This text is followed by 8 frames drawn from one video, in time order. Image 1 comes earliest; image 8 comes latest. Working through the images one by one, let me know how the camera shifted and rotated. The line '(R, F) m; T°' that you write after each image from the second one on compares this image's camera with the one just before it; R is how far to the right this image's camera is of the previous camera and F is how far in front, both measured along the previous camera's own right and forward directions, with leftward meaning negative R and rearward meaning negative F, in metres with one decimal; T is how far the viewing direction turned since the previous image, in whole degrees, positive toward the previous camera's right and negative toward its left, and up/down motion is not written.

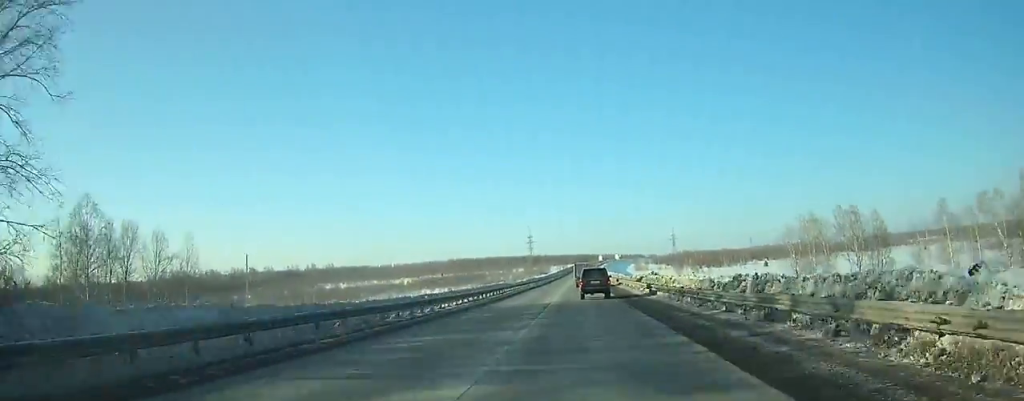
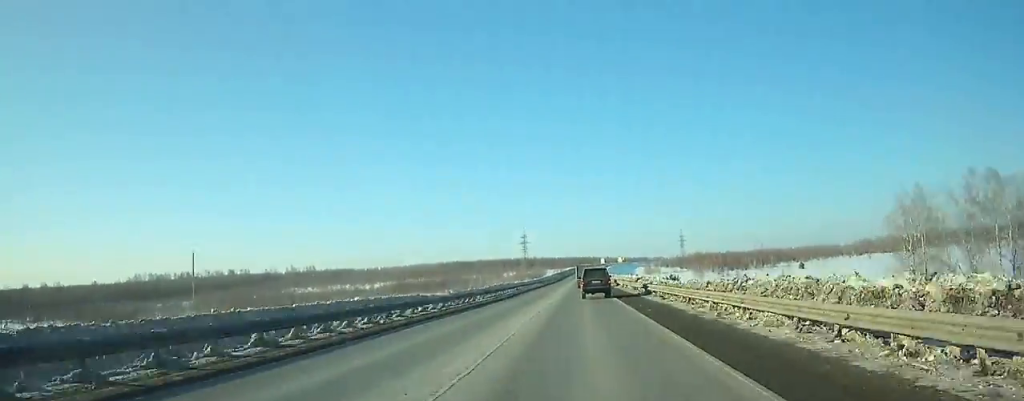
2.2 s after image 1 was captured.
(+0.1, +46.3) m; 0°
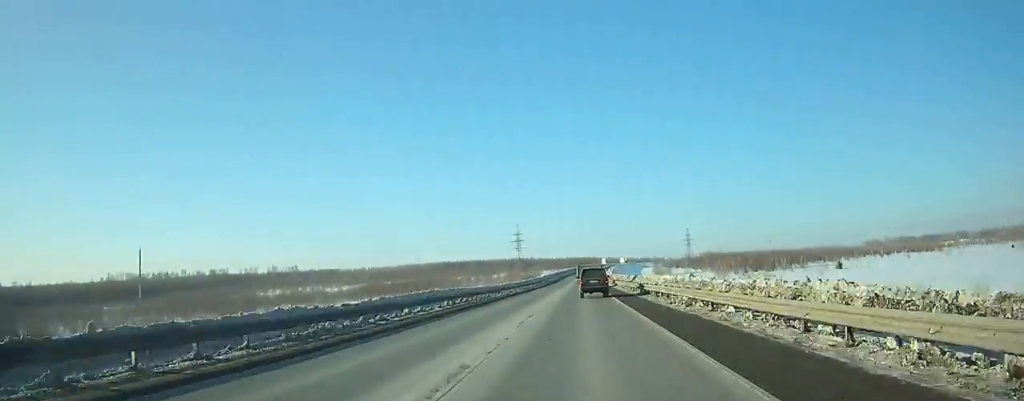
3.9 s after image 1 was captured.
(-0.1, +36.1) m; 0°
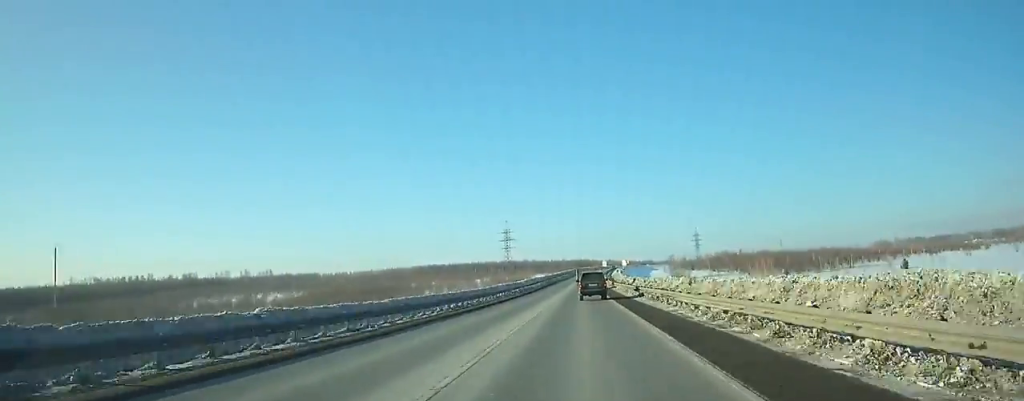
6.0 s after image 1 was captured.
(-0.1, +44.8) m; 0°
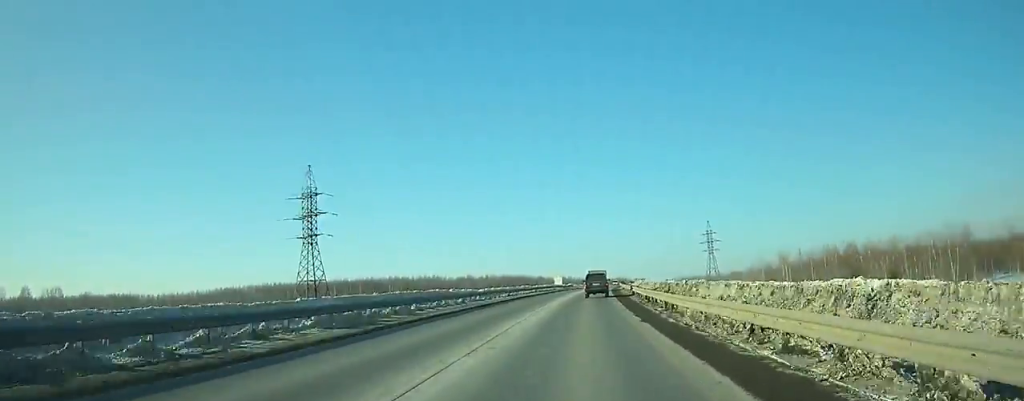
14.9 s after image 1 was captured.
(+5.2, +189.8) m; +4°
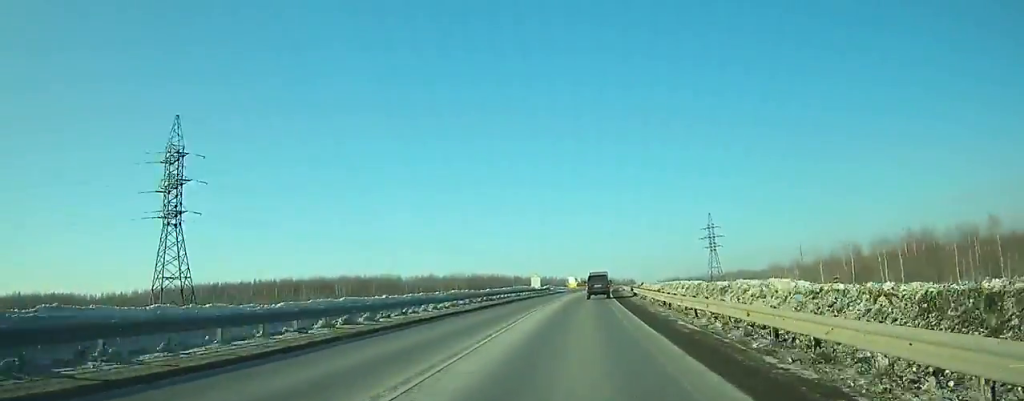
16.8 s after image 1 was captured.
(+0.3, +39.8) m; +1°
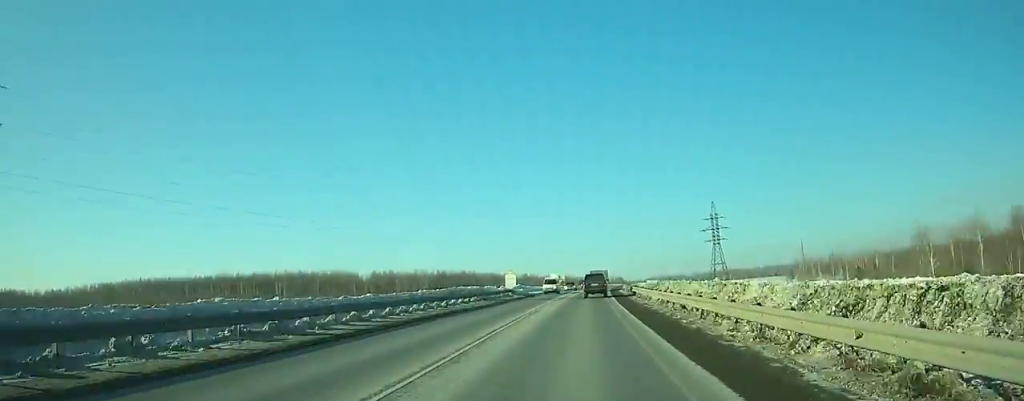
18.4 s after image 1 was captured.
(+0.3, +33.3) m; +1°
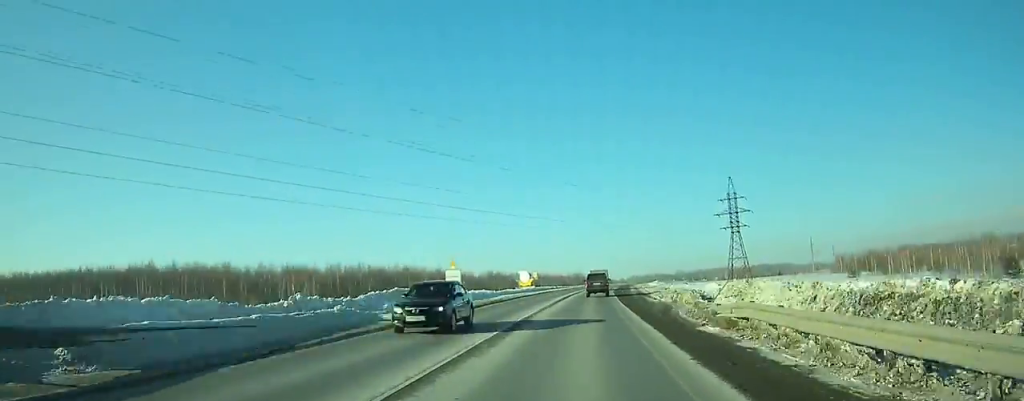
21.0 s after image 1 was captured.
(+1.0, +53.6) m; +3°
